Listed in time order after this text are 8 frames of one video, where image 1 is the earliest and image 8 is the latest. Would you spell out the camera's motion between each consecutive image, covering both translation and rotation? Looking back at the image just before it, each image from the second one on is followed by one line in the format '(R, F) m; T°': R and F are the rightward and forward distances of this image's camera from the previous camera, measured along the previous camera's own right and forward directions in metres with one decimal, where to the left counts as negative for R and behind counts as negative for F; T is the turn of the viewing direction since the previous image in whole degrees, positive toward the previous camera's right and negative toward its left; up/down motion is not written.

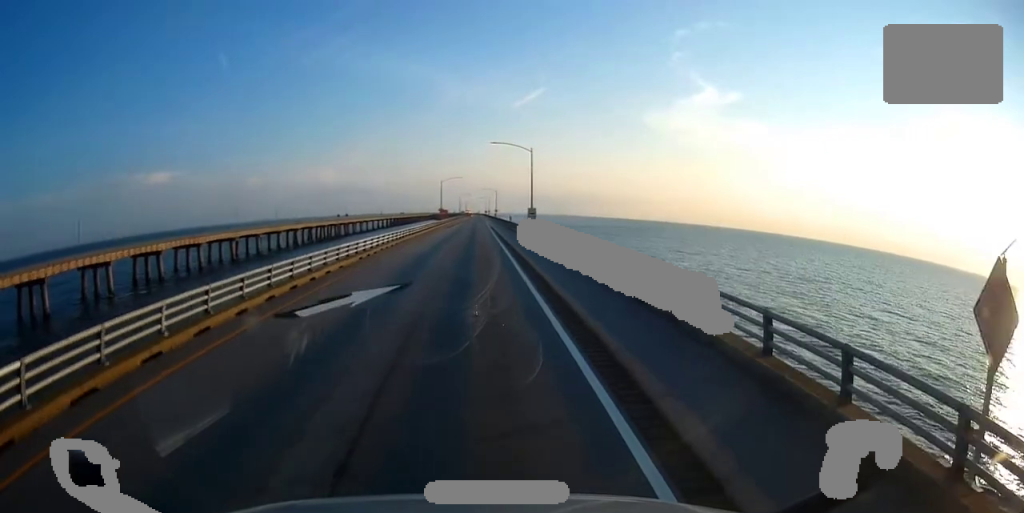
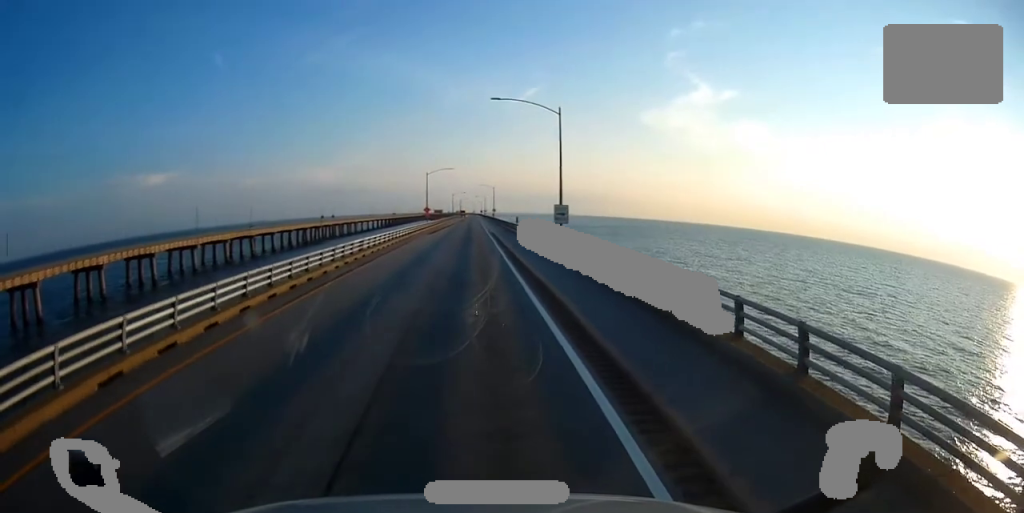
(-0.1, +23.8) m; 0°
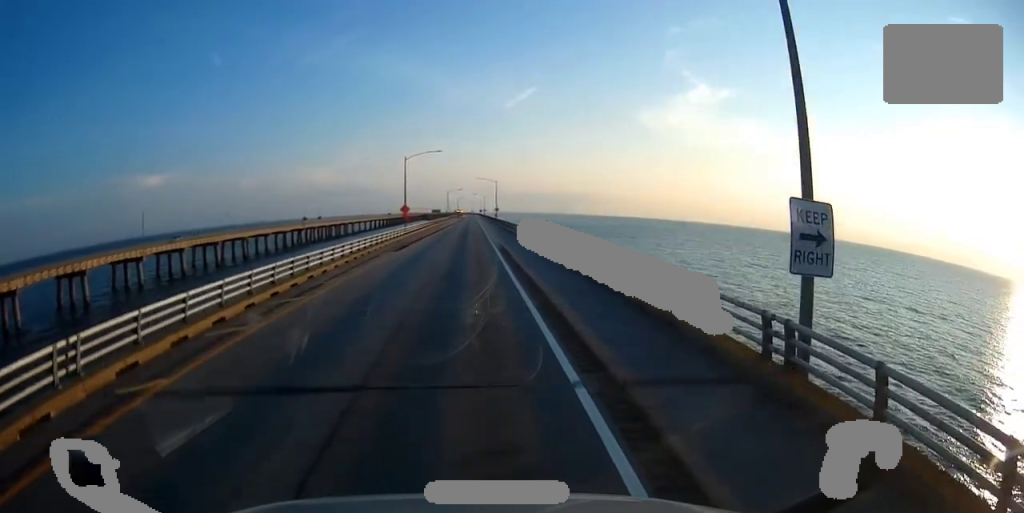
(+0.3, +28.9) m; +1°
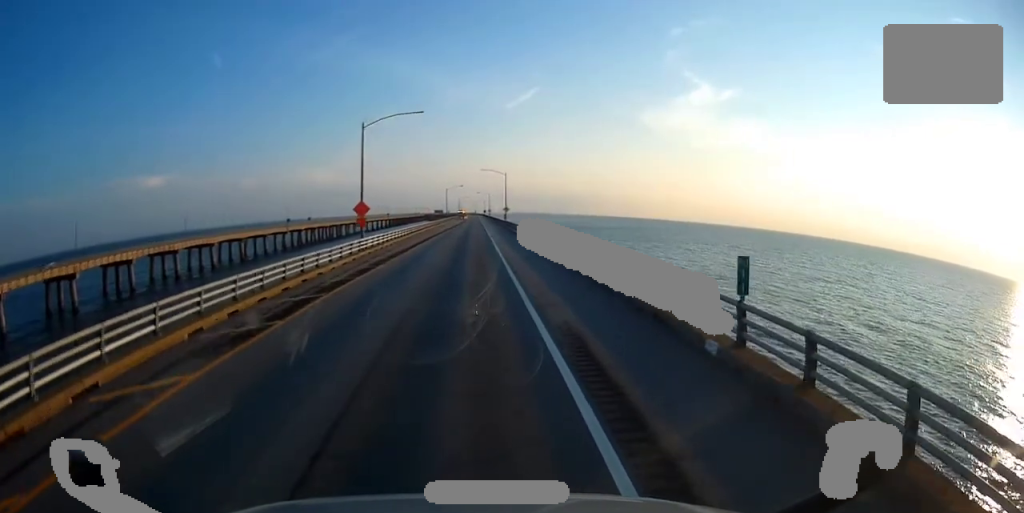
(0.0, +27.8) m; 0°
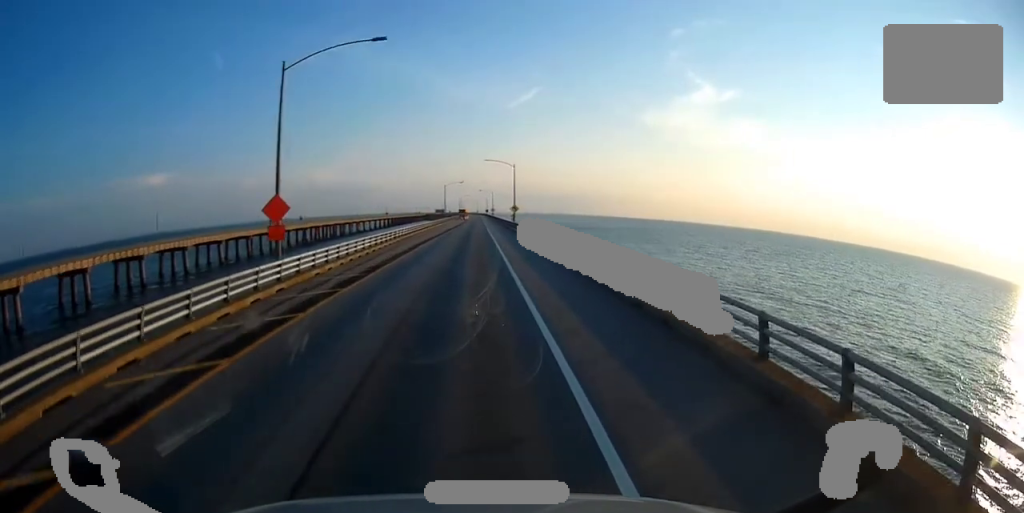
(0.0, +18.5) m; 0°
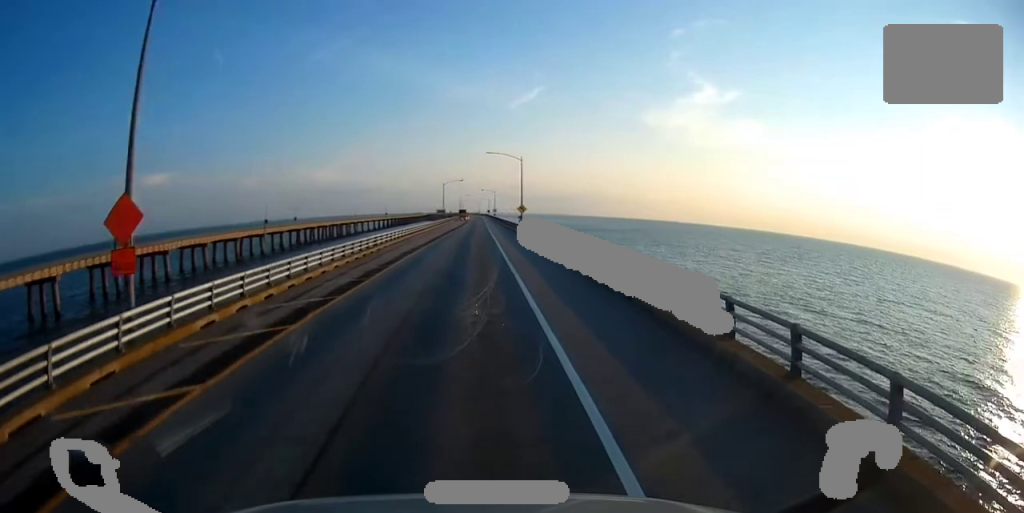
(0.0, +11.3) m; 0°
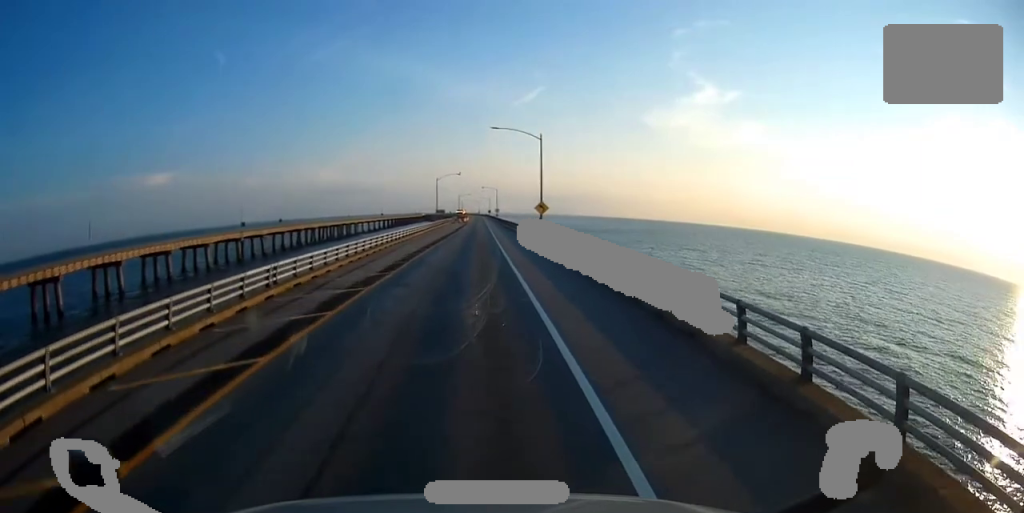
(-0.2, +21.7) m; 0°
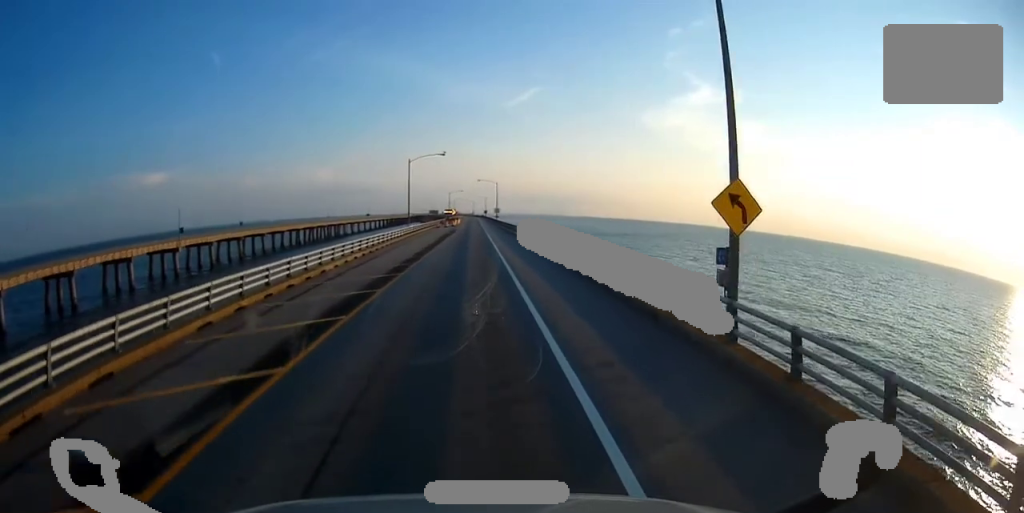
(+0.2, +39.6) m; 0°
